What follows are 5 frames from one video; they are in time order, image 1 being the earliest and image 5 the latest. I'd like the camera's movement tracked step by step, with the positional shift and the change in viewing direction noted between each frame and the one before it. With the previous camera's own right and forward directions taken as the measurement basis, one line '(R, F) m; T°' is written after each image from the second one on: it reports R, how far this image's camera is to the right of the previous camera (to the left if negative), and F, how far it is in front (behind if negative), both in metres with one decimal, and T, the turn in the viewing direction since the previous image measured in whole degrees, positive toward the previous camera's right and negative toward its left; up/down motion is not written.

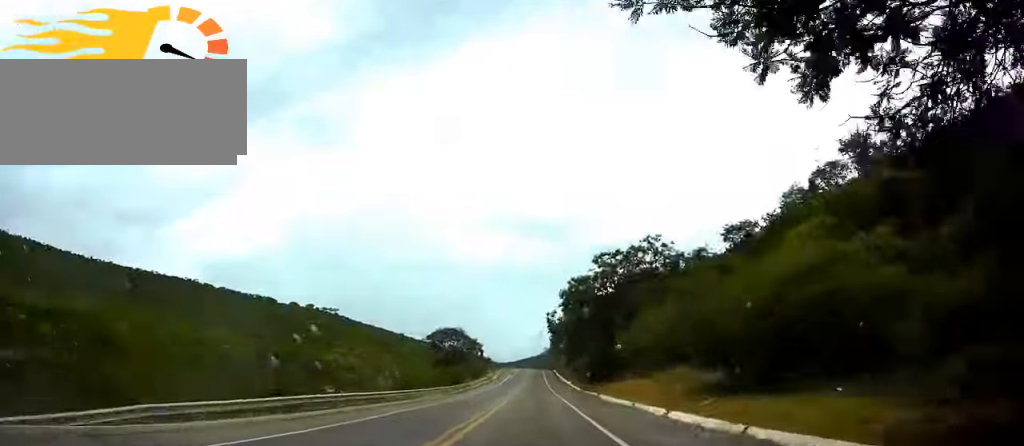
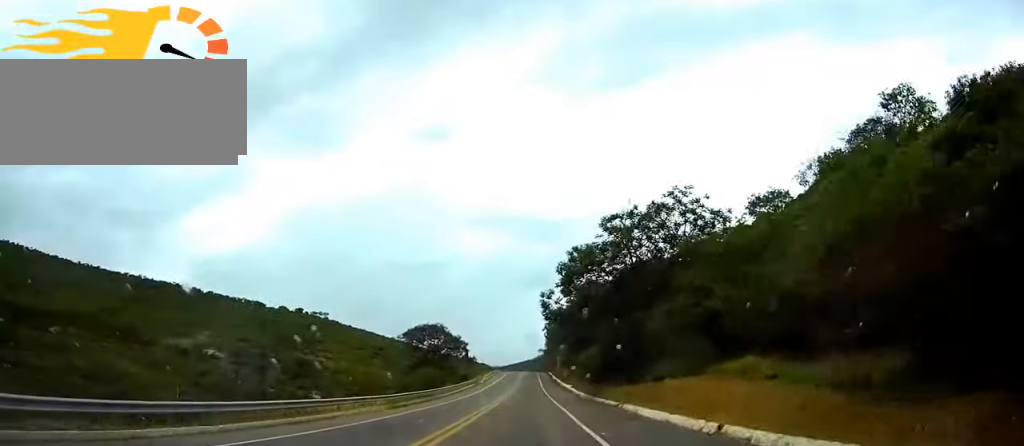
(0.0, +18.2) m; 0°
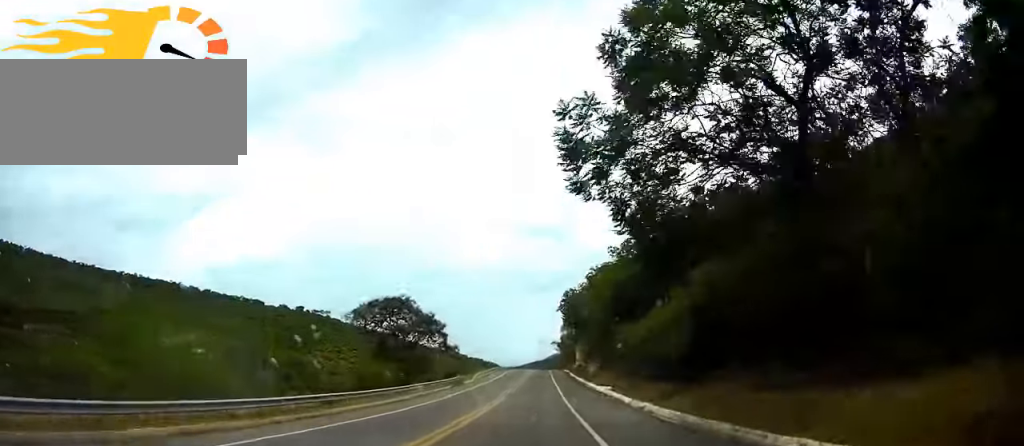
(0.0, +37.7) m; 0°
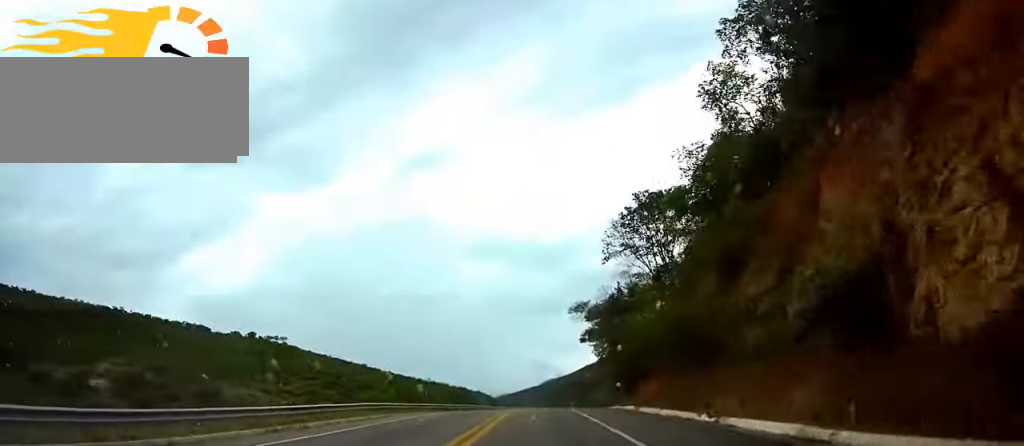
(0.0, +118.5) m; 0°
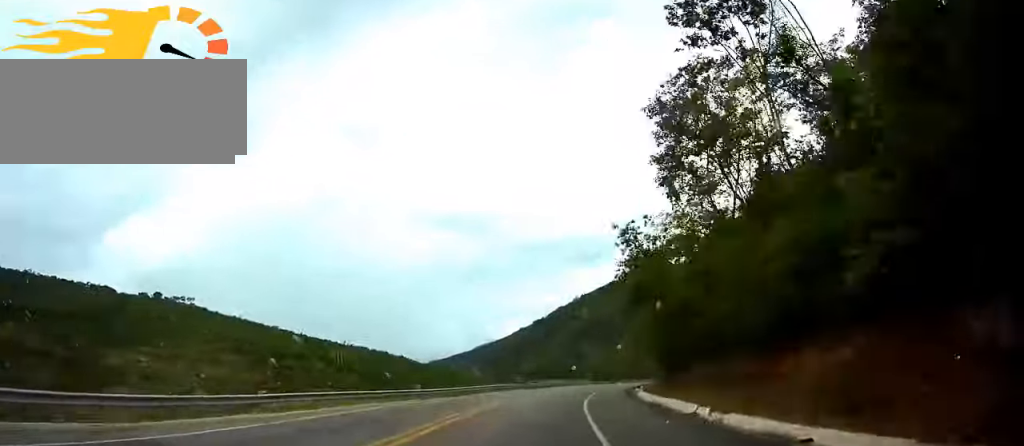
(+2.4, +67.0) m; +6°
